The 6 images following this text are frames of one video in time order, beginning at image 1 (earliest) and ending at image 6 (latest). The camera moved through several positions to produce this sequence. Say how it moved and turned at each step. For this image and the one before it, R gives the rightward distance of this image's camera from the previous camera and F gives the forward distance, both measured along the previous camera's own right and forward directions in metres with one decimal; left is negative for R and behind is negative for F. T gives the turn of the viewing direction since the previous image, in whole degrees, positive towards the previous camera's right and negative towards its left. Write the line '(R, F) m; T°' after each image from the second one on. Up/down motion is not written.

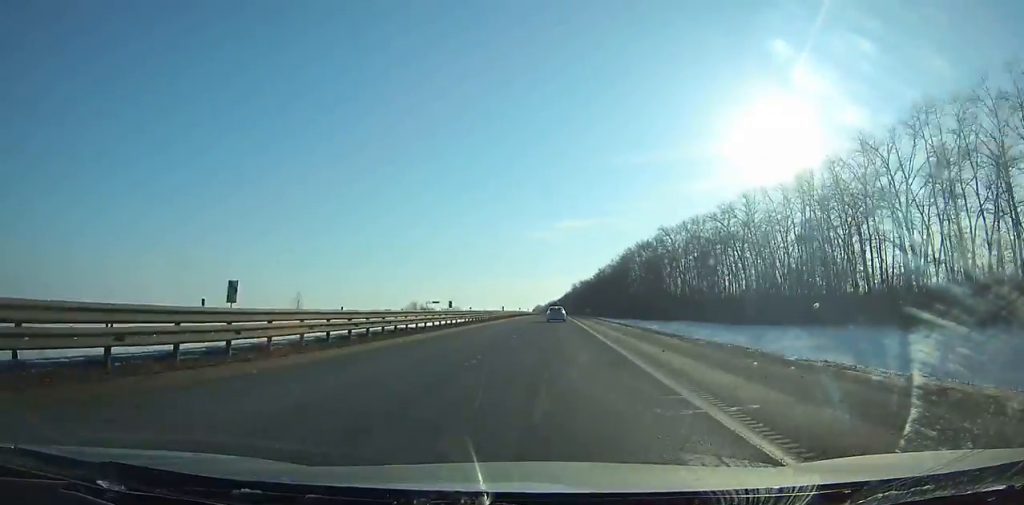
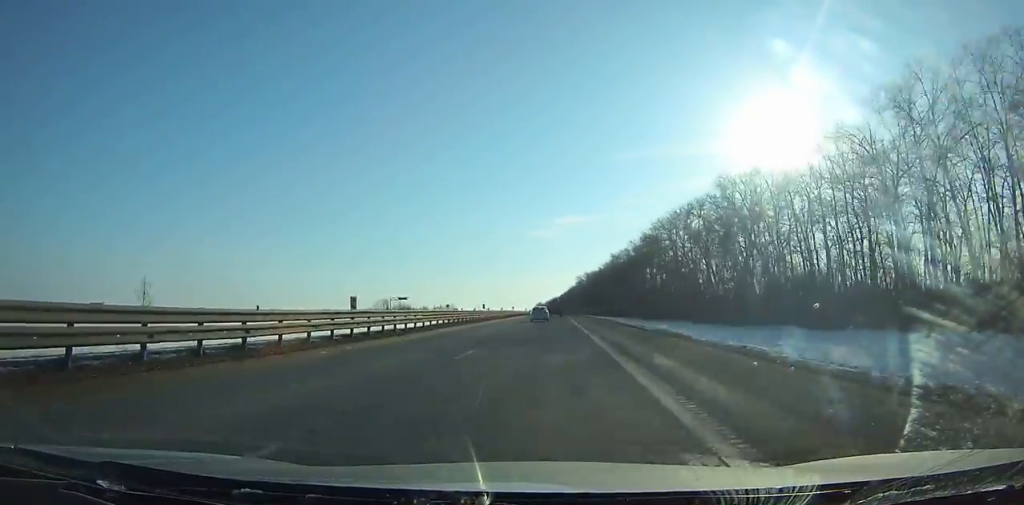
(-0.1, +59.4) m; -1°
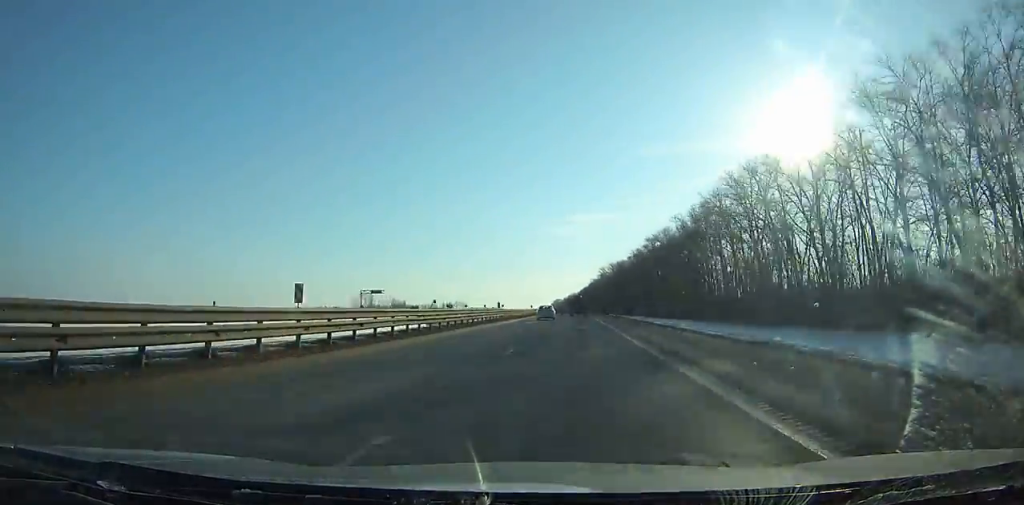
(-0.7, +47.7) m; -1°
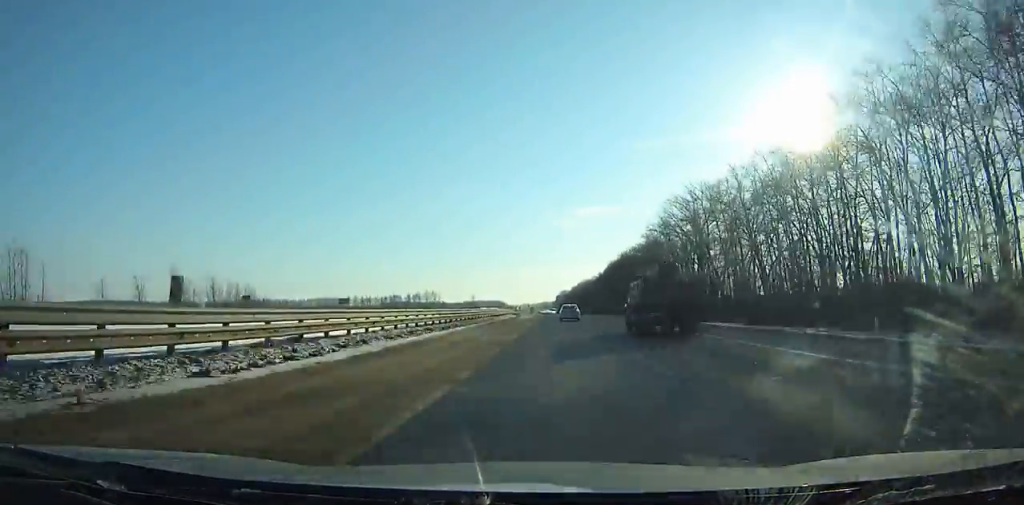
(-2.5, +159.5) m; -2°
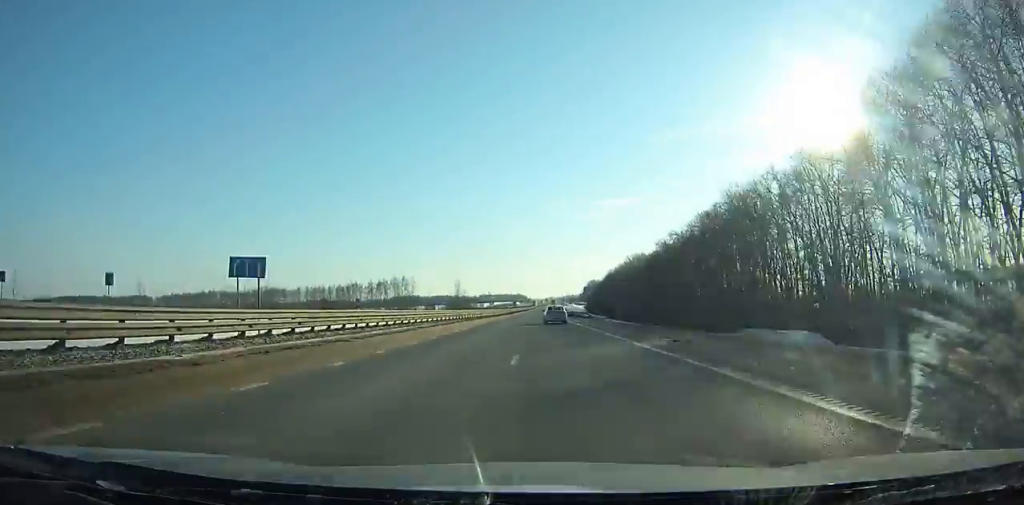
(-2.3, +138.8) m; -2°
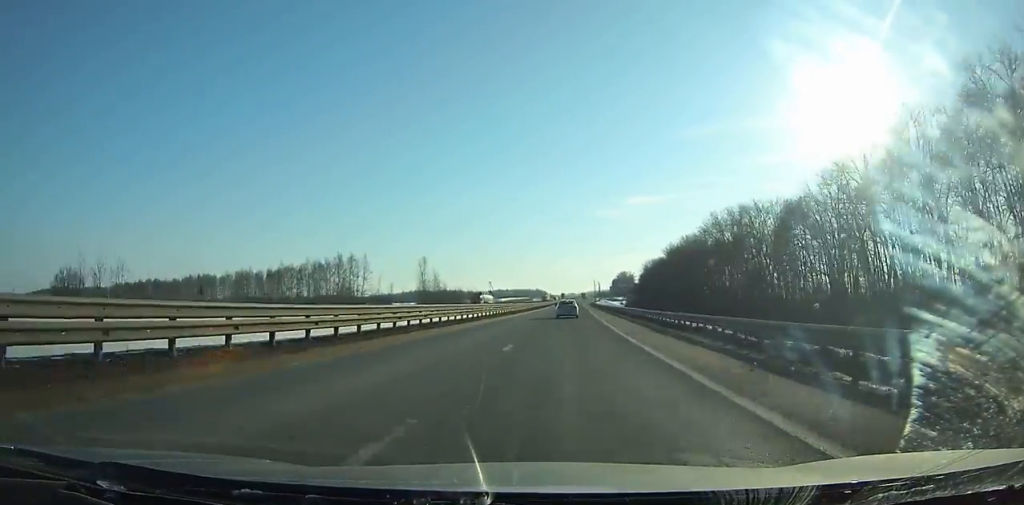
(-1.4, +104.4) m; 0°
